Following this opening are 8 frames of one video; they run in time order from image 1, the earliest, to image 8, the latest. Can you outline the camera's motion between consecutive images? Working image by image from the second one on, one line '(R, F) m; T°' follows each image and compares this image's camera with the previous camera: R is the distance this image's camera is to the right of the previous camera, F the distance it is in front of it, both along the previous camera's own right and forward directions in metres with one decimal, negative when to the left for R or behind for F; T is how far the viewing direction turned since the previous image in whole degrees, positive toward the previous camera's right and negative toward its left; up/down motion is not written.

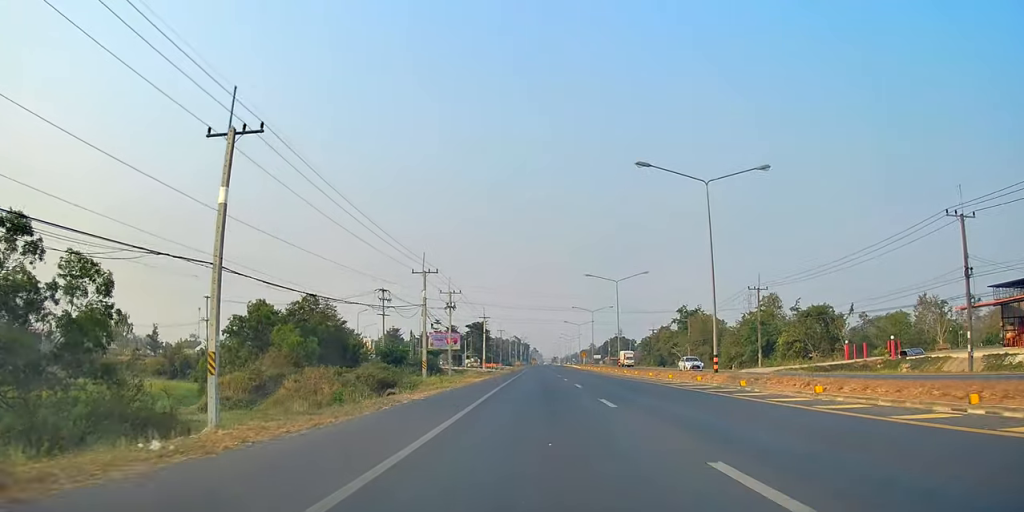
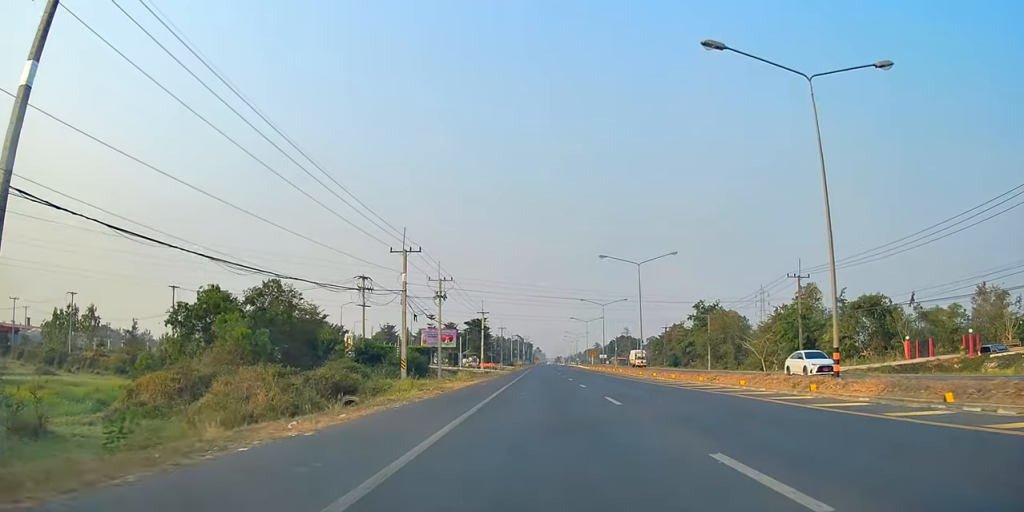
(-0.2, +11.4) m; +1°
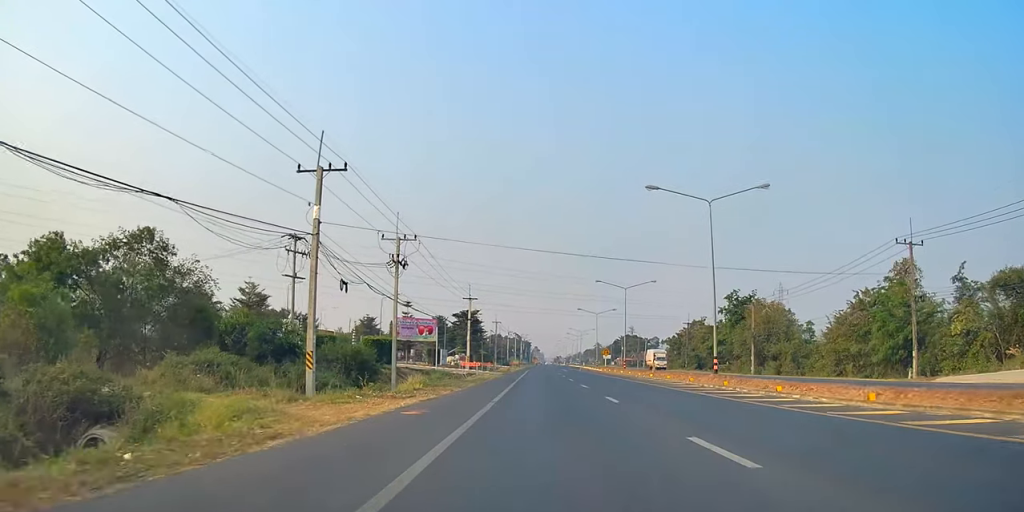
(+0.7, +21.2) m; +2°
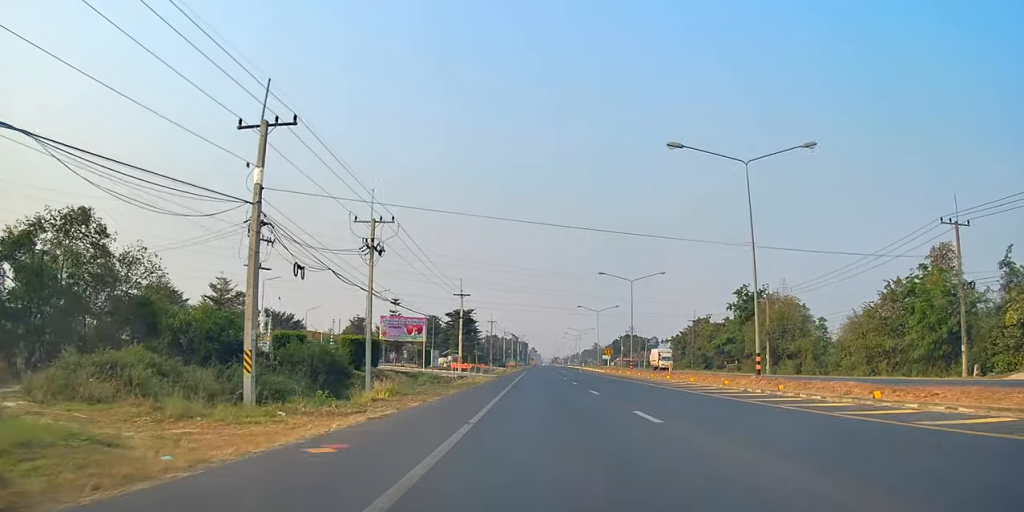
(0.0, +6.4) m; 0°
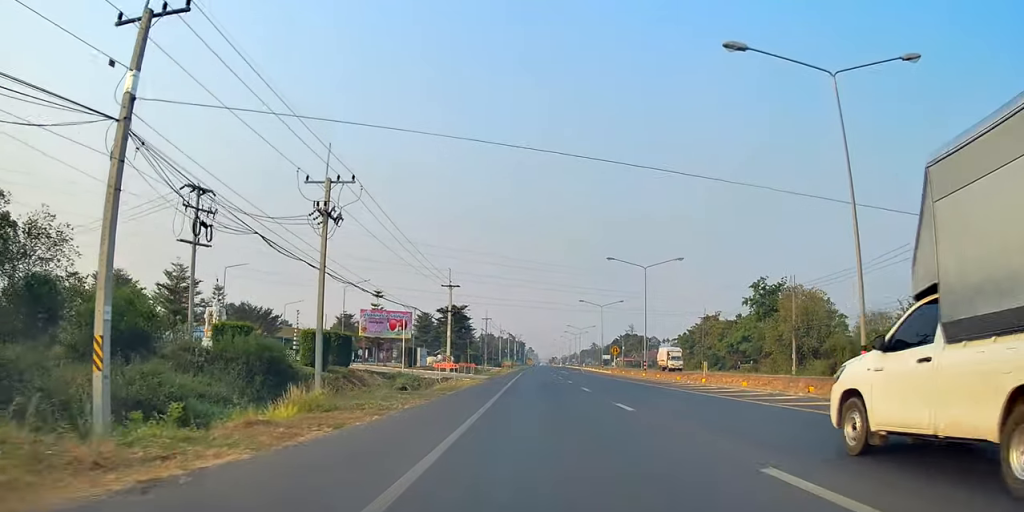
(0.0, +8.9) m; 0°
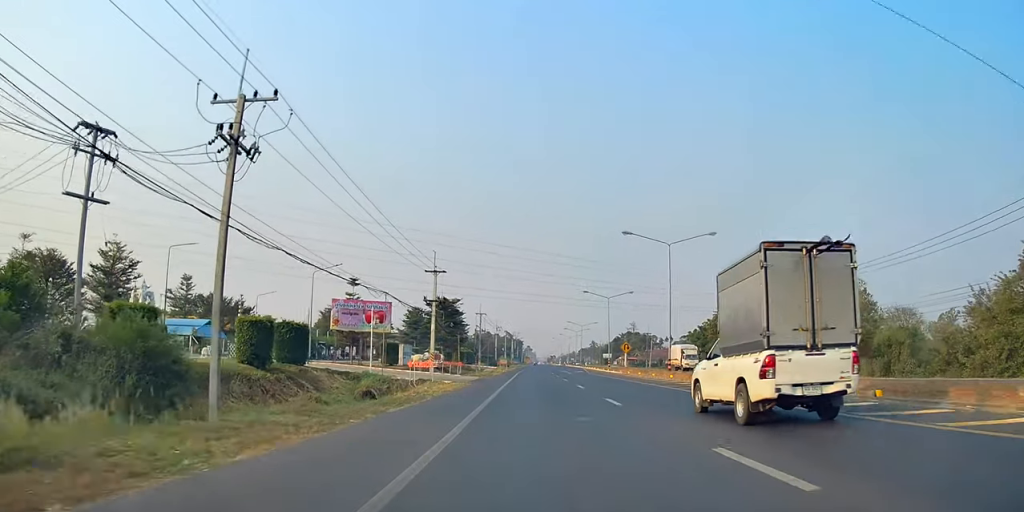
(0.0, +9.9) m; 0°
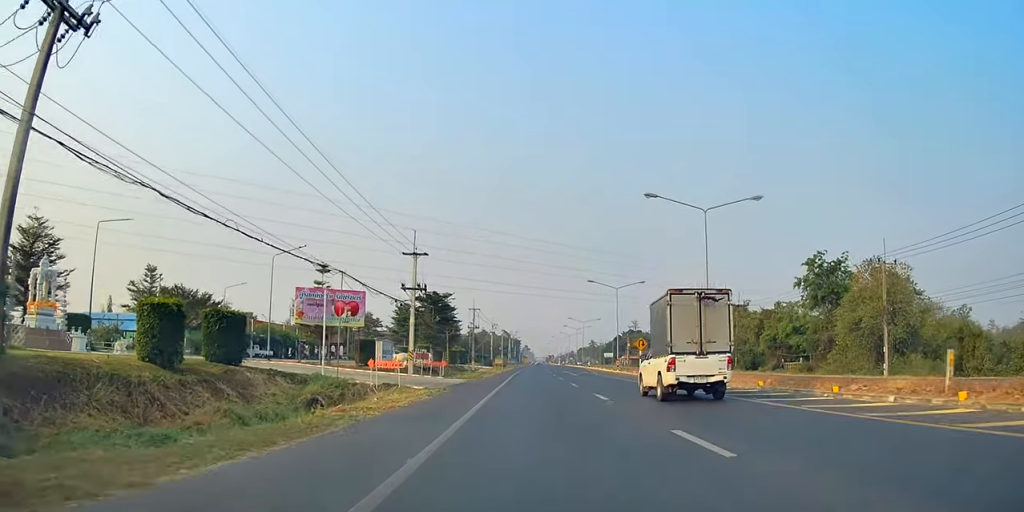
(0.0, +9.9) m; 0°
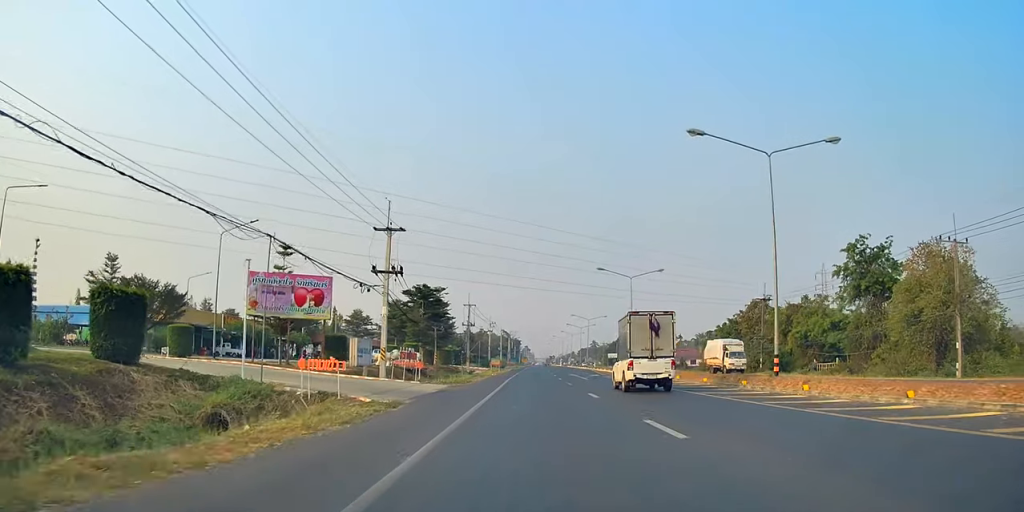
(0.0, +9.5) m; 0°
